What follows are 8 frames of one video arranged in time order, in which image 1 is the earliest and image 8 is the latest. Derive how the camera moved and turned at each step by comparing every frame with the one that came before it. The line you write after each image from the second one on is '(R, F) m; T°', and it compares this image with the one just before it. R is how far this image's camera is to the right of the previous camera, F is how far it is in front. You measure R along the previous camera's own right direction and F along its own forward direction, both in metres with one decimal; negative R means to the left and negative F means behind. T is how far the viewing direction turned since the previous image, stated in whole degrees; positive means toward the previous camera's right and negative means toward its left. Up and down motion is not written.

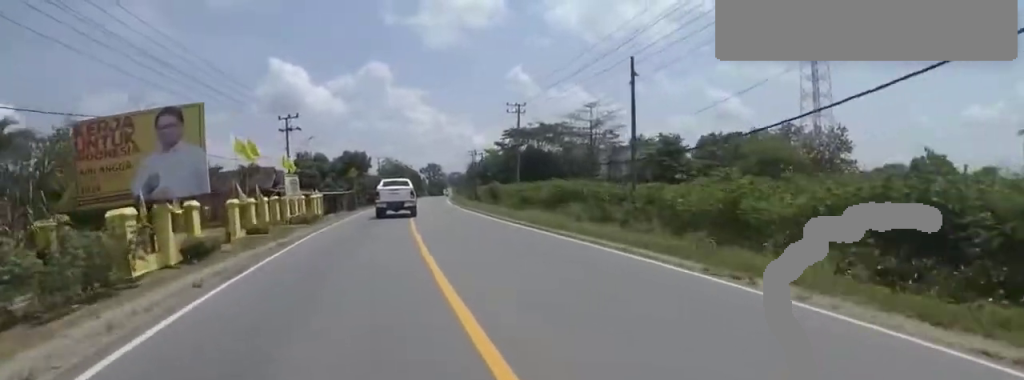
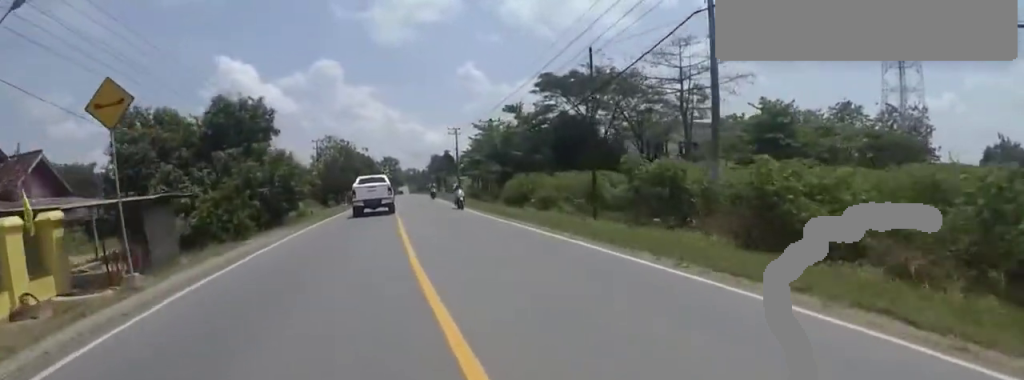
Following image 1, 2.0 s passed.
(+1.3, +33.4) m; +5°
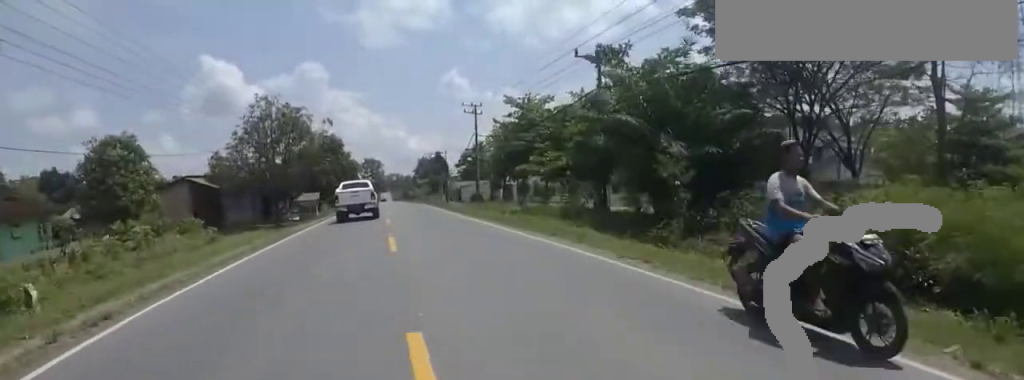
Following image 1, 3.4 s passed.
(-0.4, +25.7) m; +2°
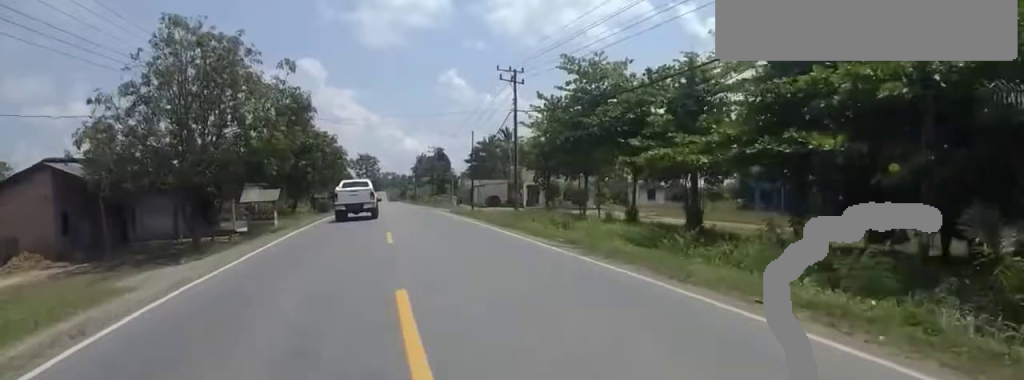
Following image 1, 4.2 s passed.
(+1.5, +14.7) m; 0°
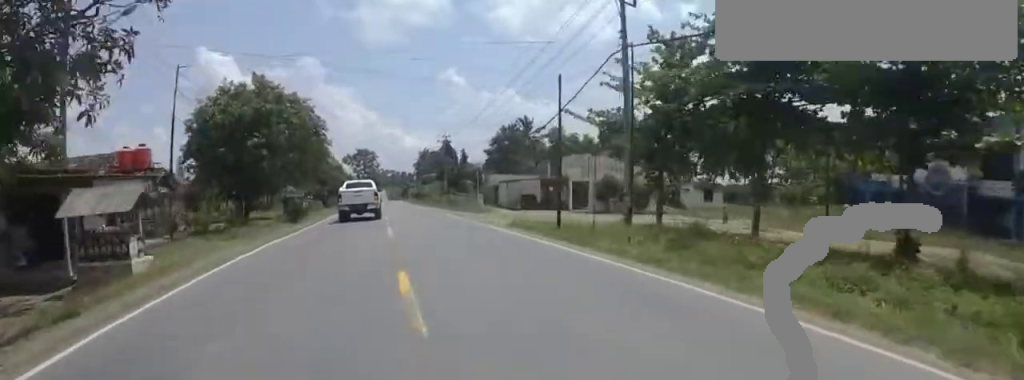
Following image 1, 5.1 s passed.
(-1.2, +15.2) m; 0°
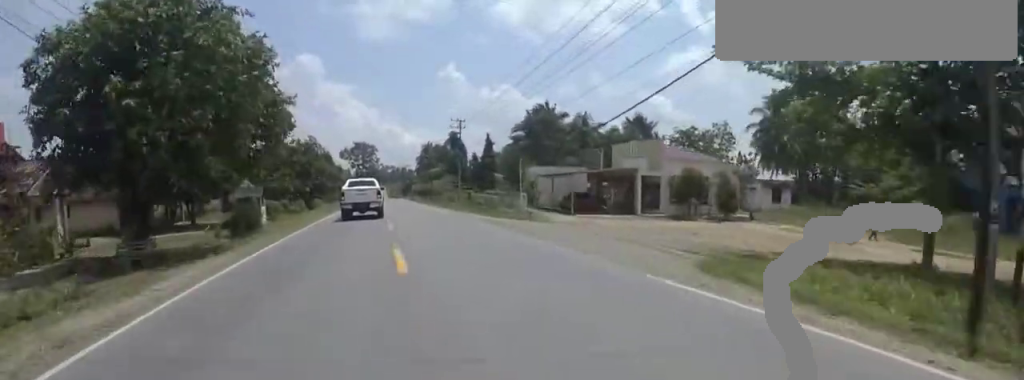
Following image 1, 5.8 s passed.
(+0.2, +12.9) m; 0°
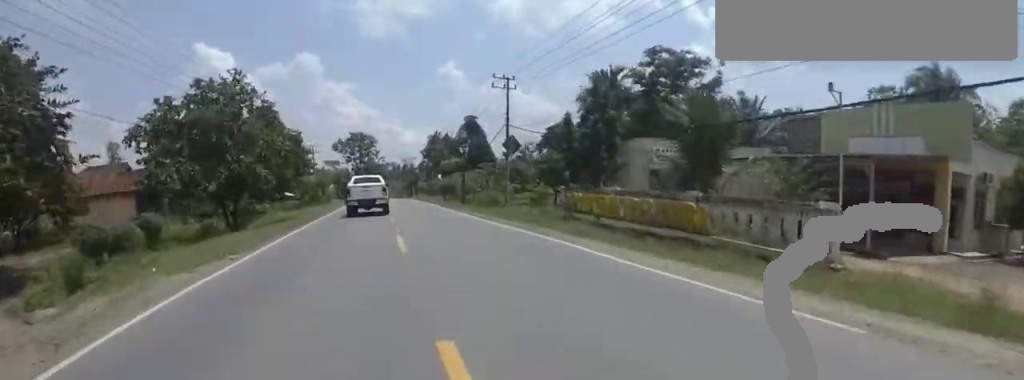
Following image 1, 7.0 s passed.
(+0.2, +22.4) m; -1°
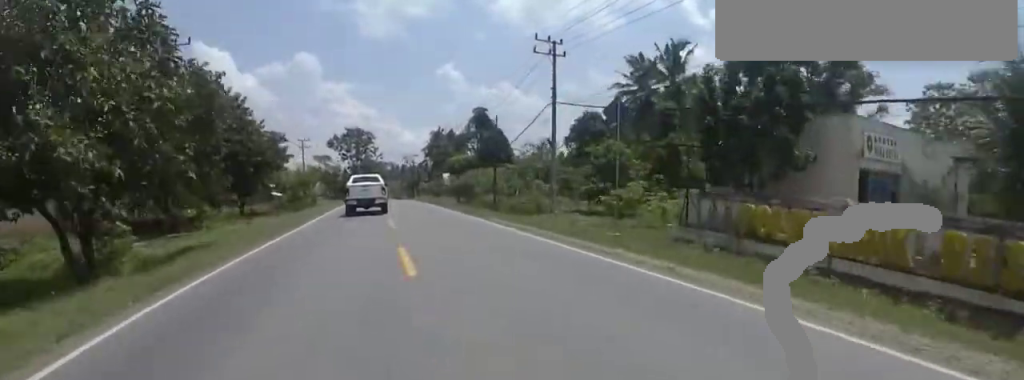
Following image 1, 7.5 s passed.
(-0.3, +10.6) m; -1°
